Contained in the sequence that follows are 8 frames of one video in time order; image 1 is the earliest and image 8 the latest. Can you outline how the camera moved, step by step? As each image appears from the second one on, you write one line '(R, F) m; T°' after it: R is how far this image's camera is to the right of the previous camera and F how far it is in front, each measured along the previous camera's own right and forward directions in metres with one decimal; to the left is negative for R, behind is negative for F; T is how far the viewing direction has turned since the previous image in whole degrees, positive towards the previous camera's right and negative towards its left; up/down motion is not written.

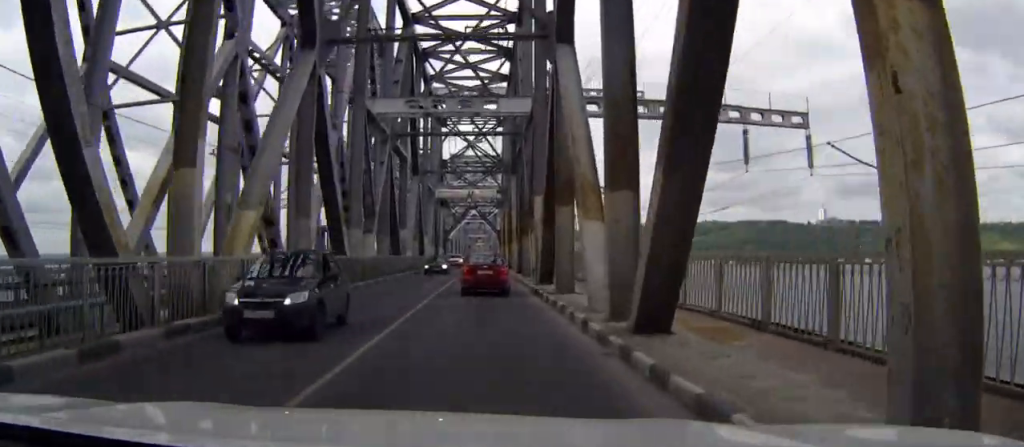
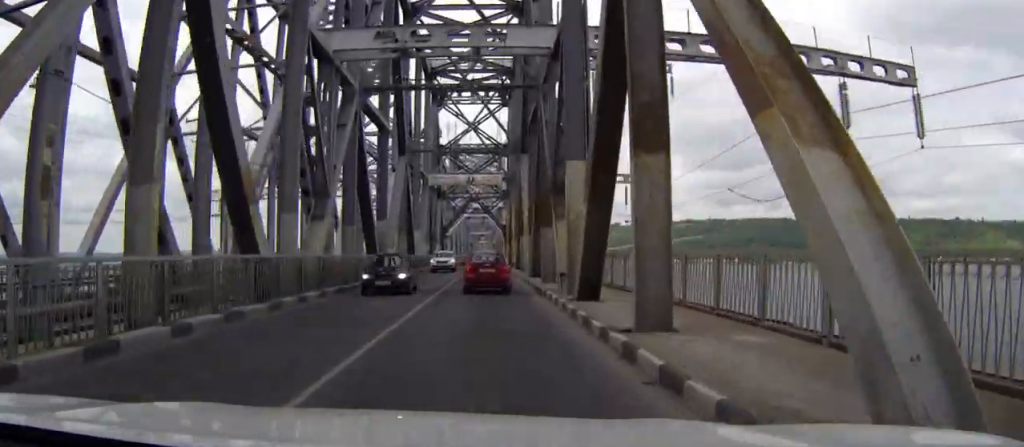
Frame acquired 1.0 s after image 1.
(0.0, +11.6) m; +1°
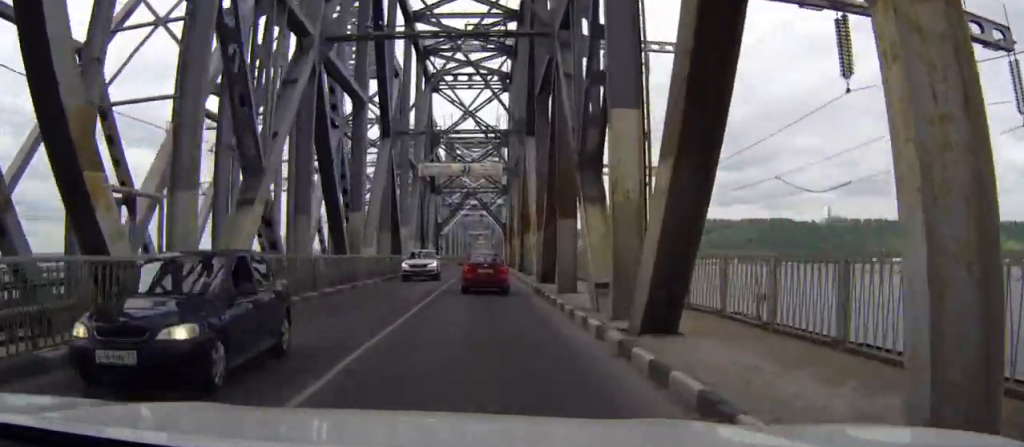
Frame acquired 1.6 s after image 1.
(0.0, +7.6) m; 0°
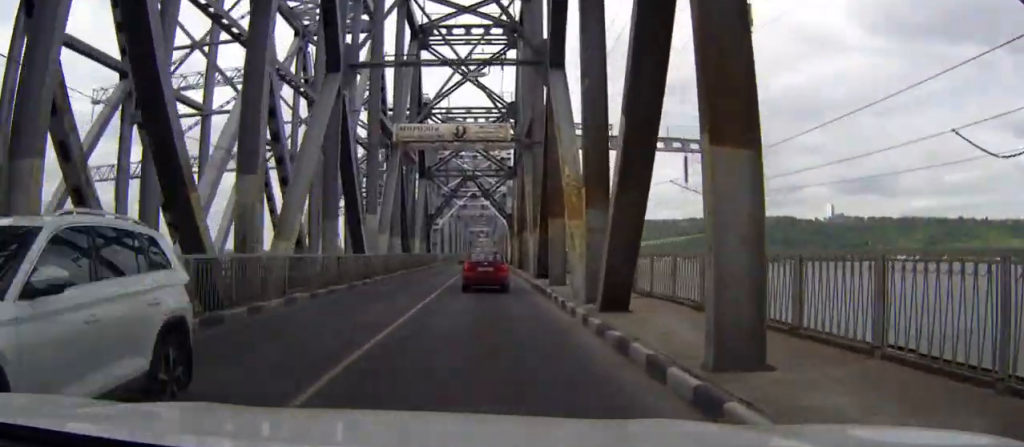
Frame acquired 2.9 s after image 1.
(+0.1, +15.4) m; 0°
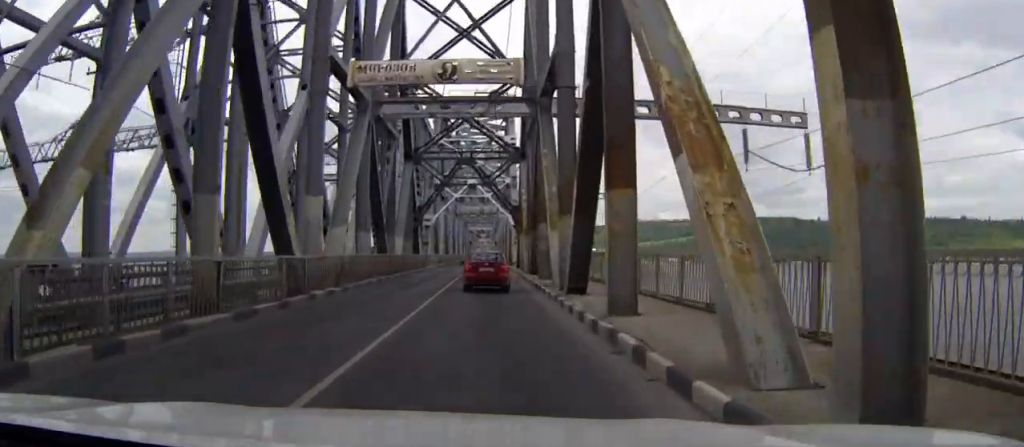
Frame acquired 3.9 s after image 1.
(-0.1, +12.7) m; 0°
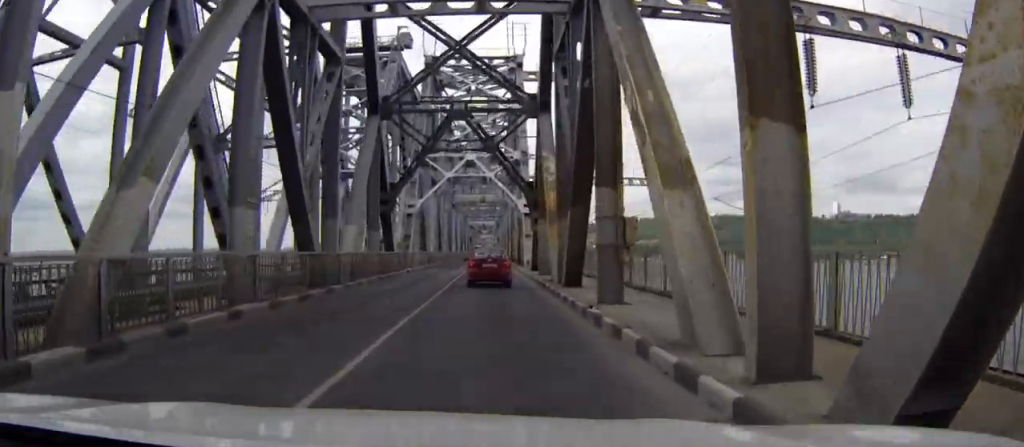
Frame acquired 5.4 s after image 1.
(+0.2, +18.1) m; 0°
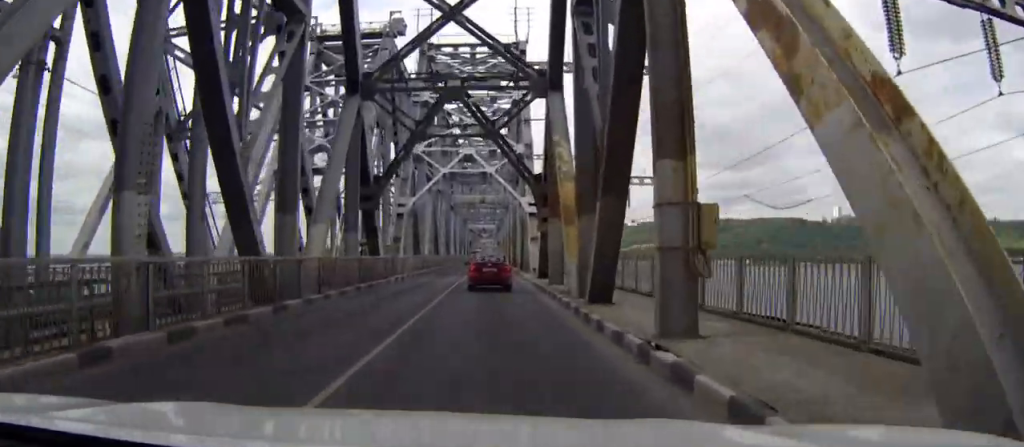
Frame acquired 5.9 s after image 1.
(-0.1, +6.2) m; 0°
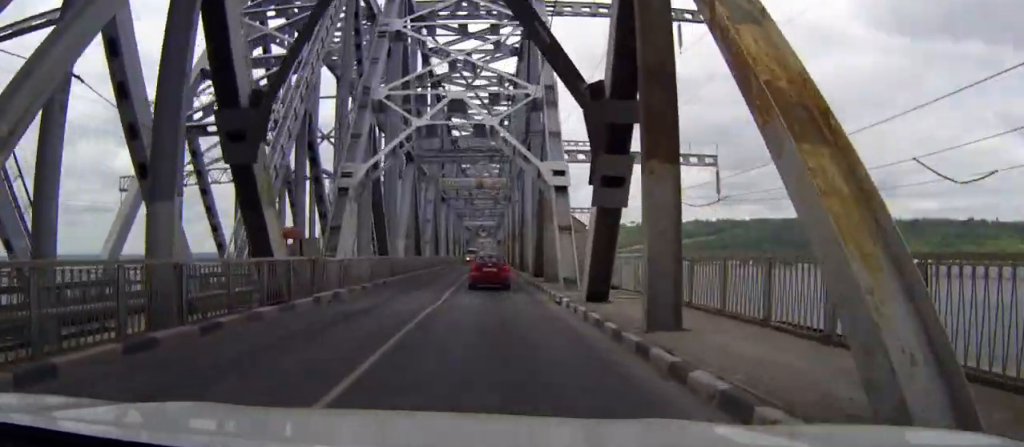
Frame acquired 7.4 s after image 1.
(+0.3, +19.1) m; +1°
